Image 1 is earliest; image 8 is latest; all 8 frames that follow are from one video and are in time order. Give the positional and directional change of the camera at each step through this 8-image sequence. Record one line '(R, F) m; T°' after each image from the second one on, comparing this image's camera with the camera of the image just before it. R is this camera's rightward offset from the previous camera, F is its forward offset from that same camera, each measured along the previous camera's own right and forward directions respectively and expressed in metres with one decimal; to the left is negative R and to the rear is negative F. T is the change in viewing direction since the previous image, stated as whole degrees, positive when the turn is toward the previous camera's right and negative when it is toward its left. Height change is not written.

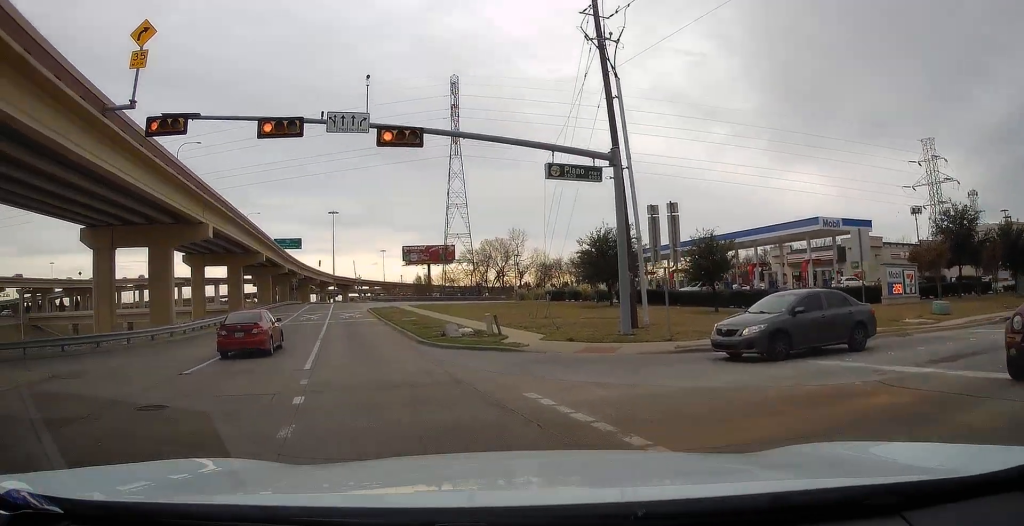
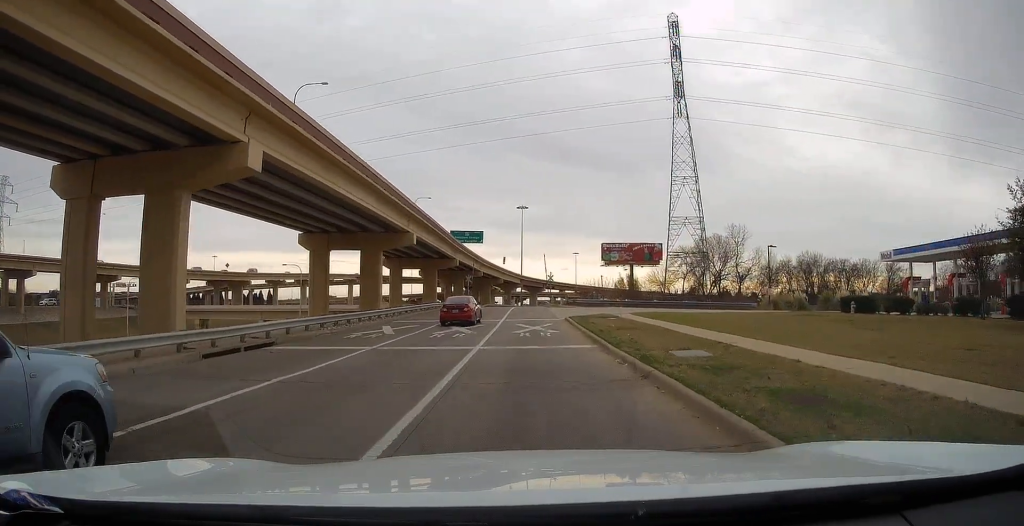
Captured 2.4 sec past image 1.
(-4.2, +15.3) m; -31°
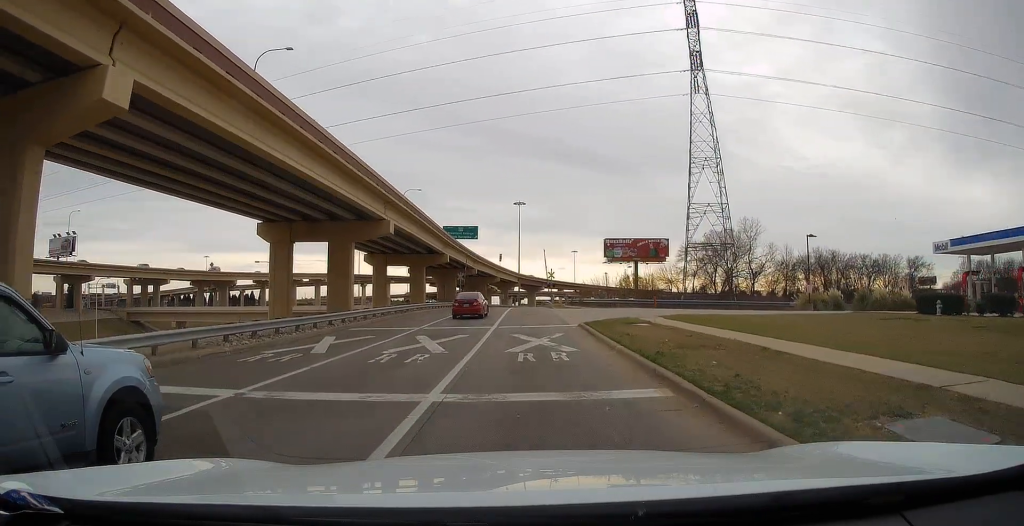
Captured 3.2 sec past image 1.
(-0.5, +7.0) m; -6°
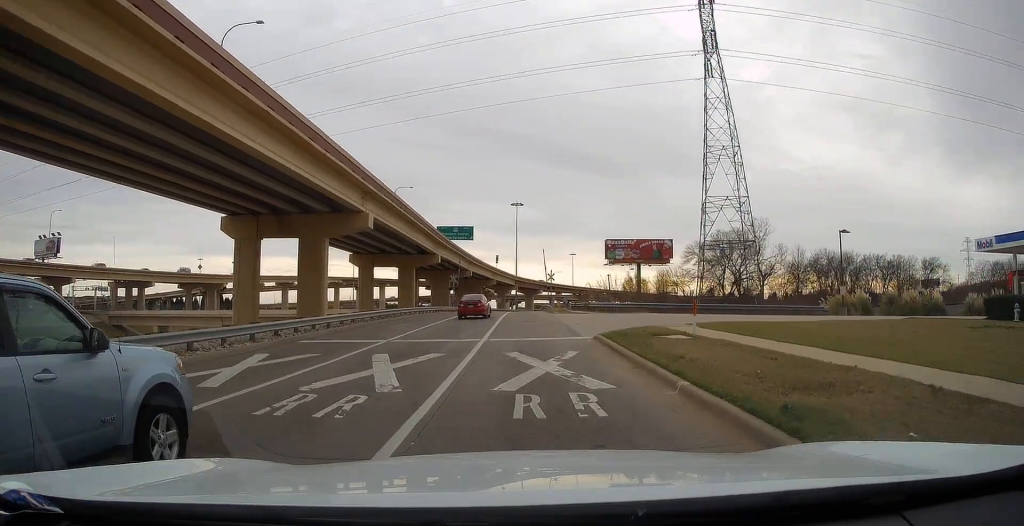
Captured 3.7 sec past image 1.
(+0.1, +5.1) m; -2°
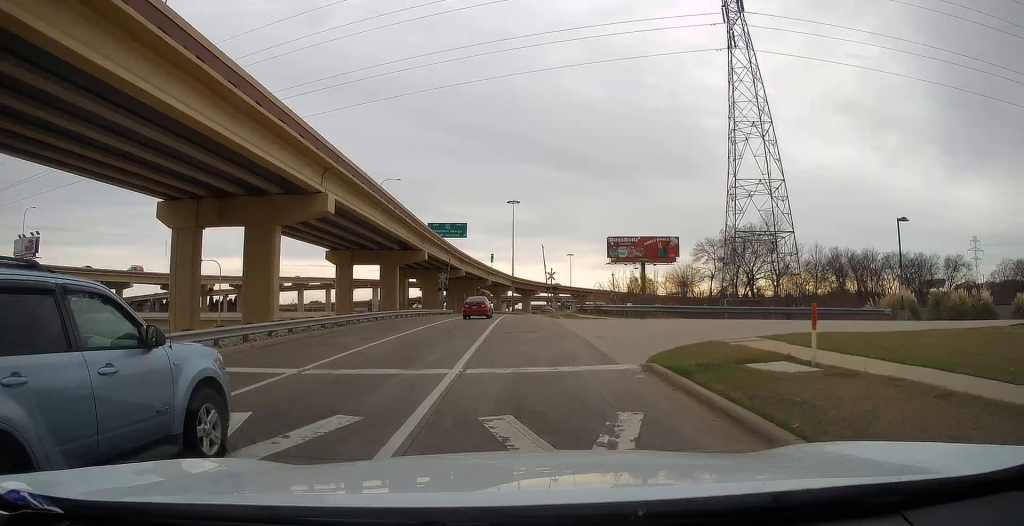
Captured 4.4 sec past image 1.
(-0.3, +7.6) m; -3°
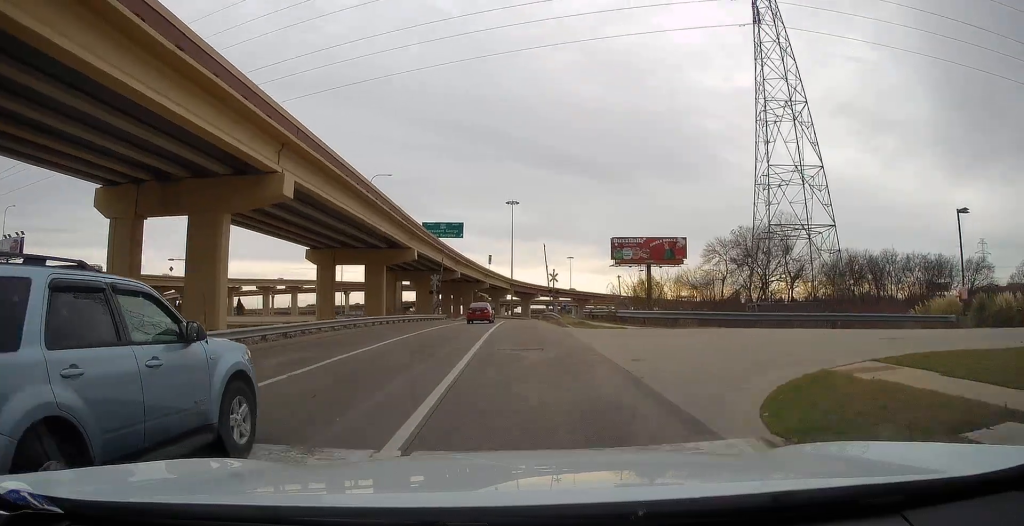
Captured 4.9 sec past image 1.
(-0.2, +5.9) m; -2°
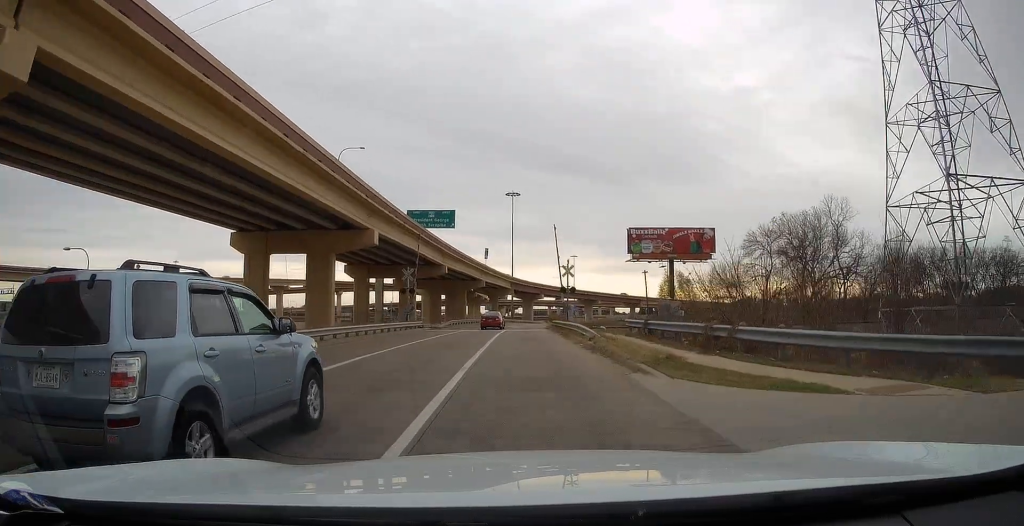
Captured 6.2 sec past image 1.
(0.0, +17.8) m; 0°
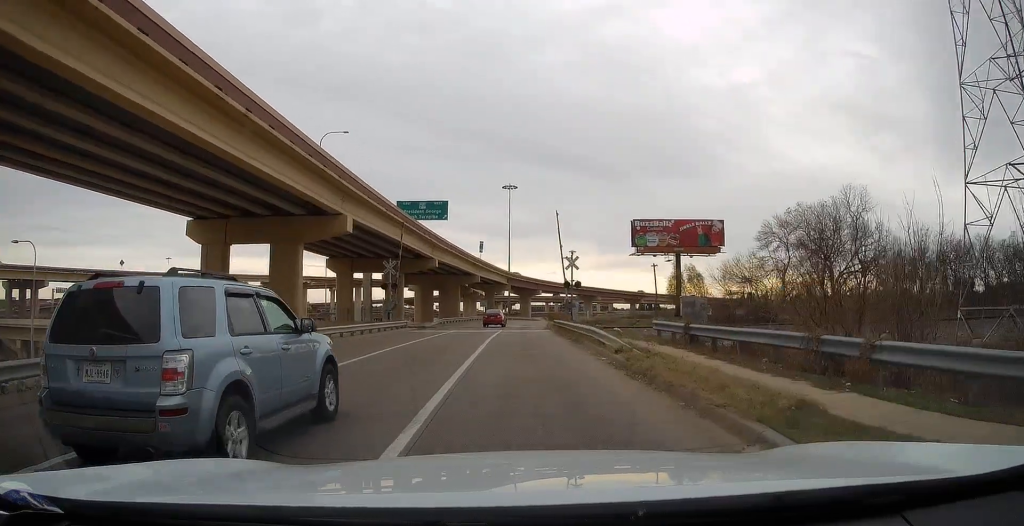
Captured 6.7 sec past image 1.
(0.0, +6.6) m; 0°
